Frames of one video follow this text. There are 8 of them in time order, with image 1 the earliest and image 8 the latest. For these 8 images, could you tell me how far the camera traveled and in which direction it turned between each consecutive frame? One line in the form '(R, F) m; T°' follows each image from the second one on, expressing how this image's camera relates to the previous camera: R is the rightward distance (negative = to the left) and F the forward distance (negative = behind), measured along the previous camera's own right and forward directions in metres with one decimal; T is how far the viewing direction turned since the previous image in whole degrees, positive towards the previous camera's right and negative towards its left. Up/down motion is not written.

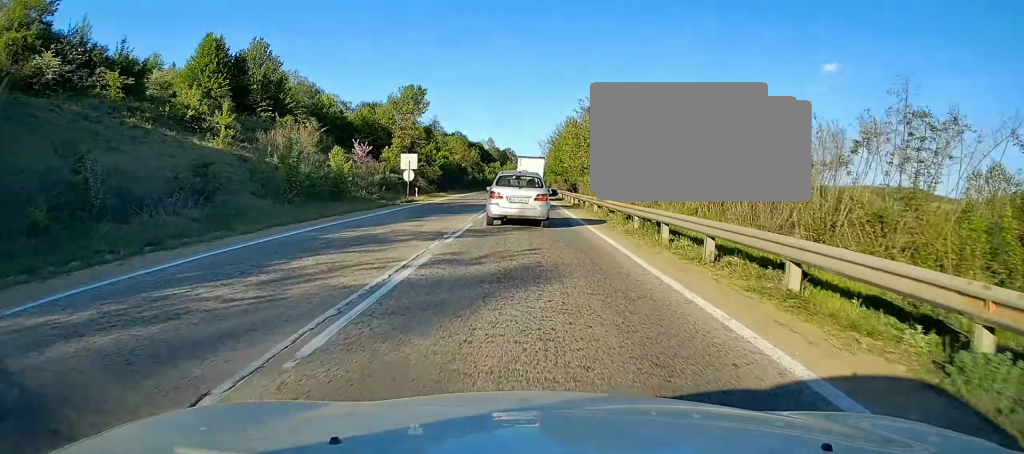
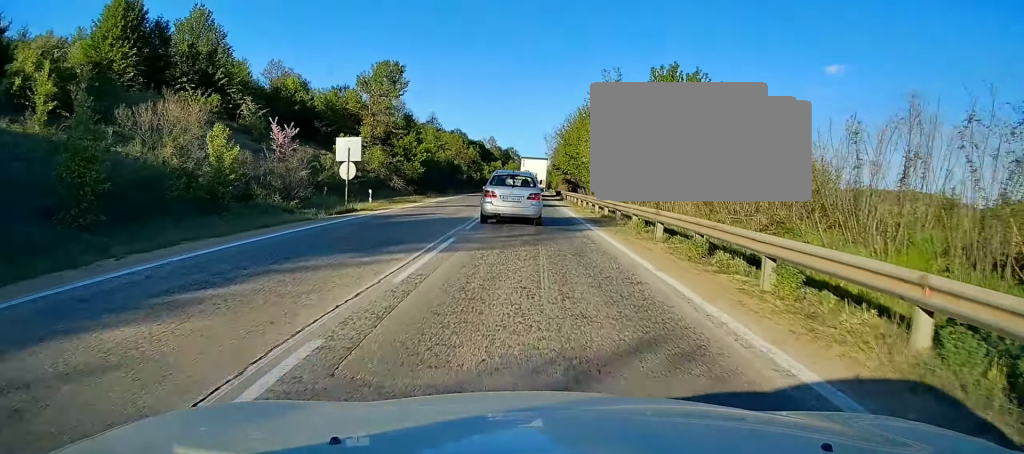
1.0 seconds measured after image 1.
(-0.2, +14.5) m; +1°
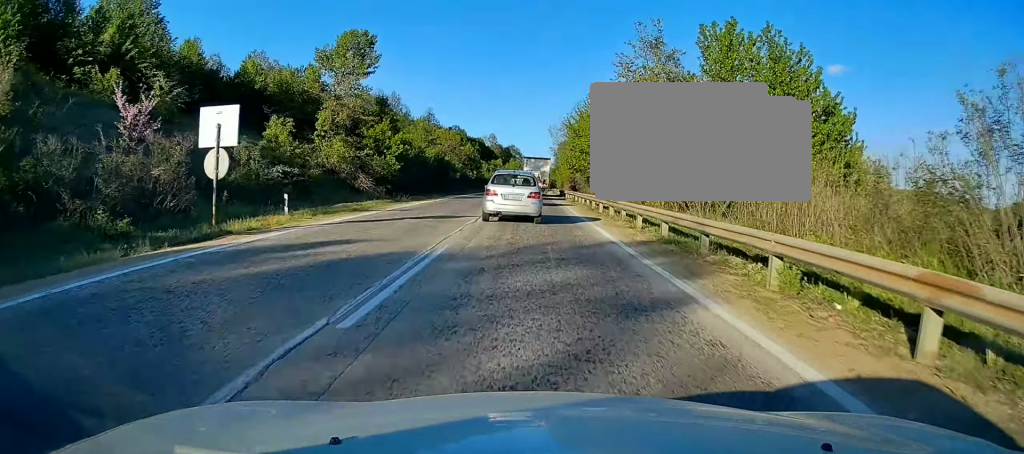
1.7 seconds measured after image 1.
(+0.2, +11.5) m; +2°
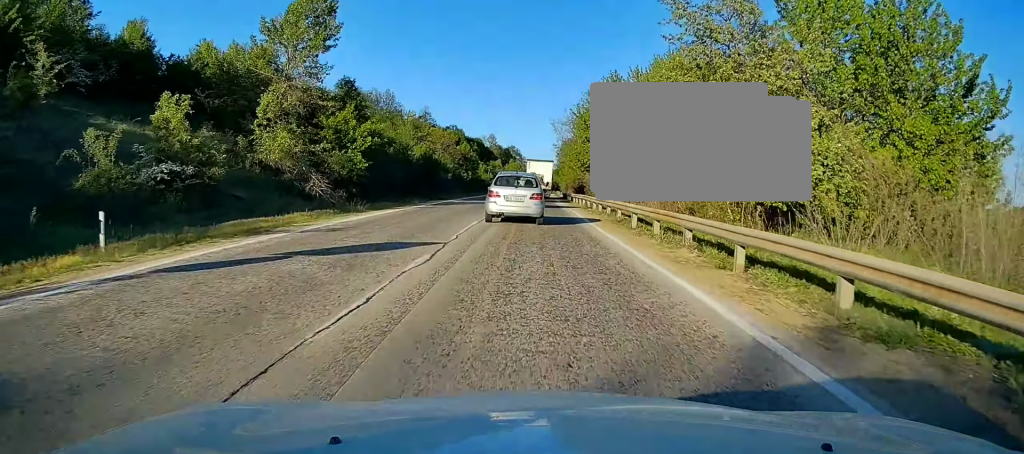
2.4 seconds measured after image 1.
(+0.1, +9.5) m; 0°
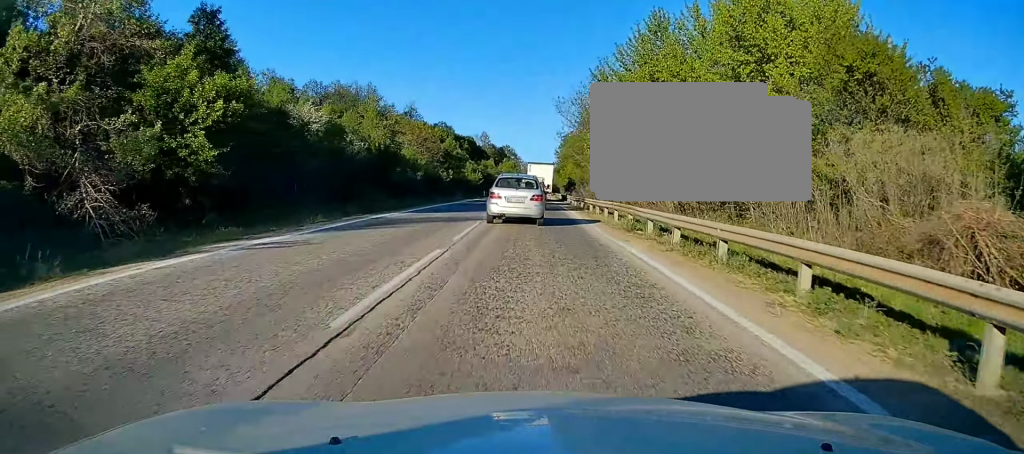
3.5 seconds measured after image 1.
(0.0, +17.7) m; 0°
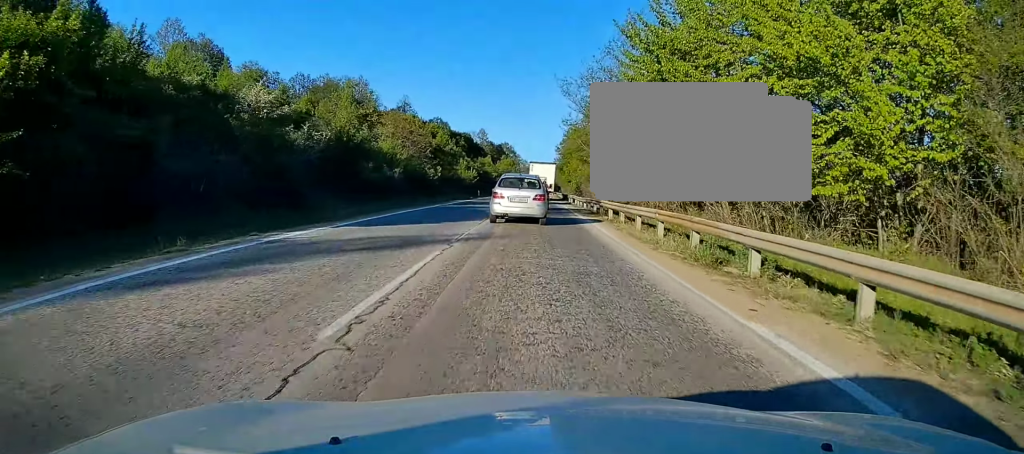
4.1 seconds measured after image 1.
(0.0, +9.2) m; -1°
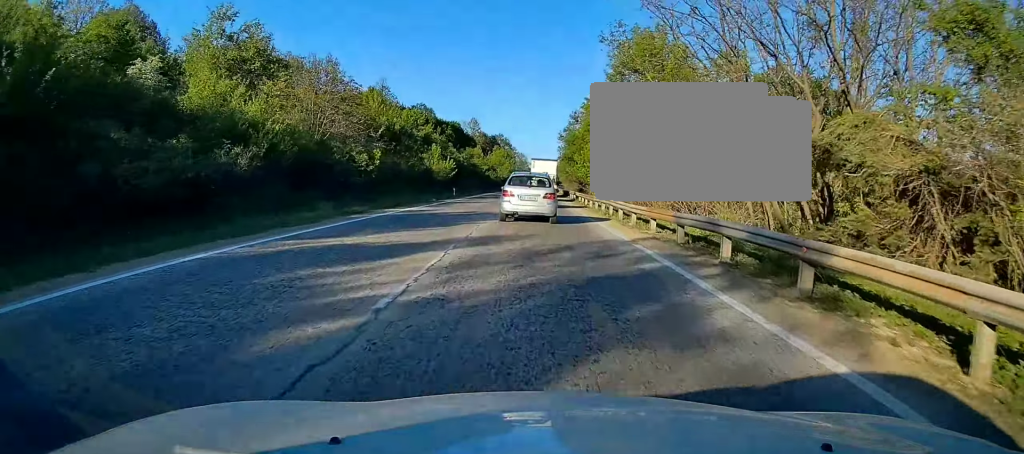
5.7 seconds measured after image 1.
(-0.5, +24.7) m; -1°
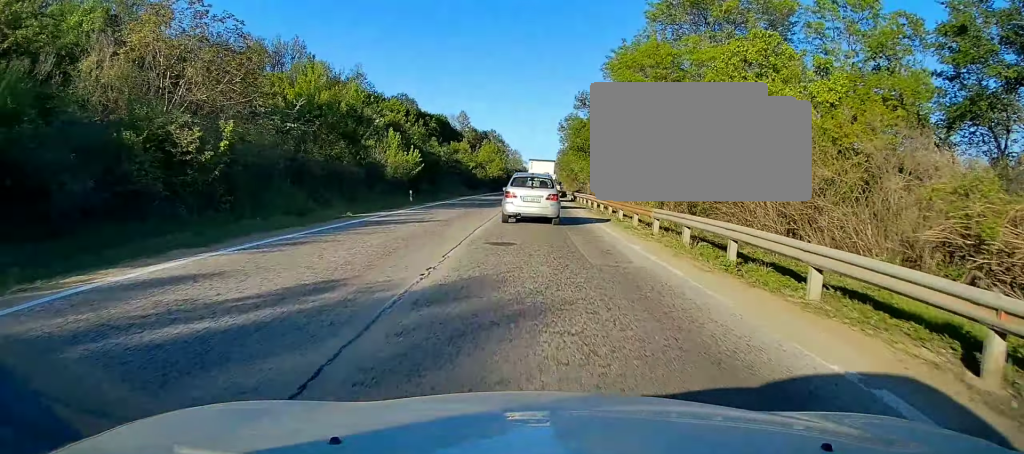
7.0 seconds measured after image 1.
(+0.5, +19.1) m; +1°
